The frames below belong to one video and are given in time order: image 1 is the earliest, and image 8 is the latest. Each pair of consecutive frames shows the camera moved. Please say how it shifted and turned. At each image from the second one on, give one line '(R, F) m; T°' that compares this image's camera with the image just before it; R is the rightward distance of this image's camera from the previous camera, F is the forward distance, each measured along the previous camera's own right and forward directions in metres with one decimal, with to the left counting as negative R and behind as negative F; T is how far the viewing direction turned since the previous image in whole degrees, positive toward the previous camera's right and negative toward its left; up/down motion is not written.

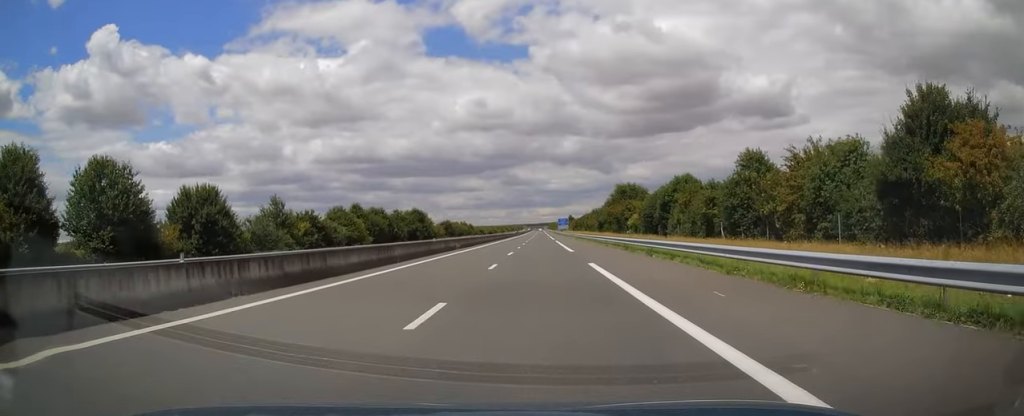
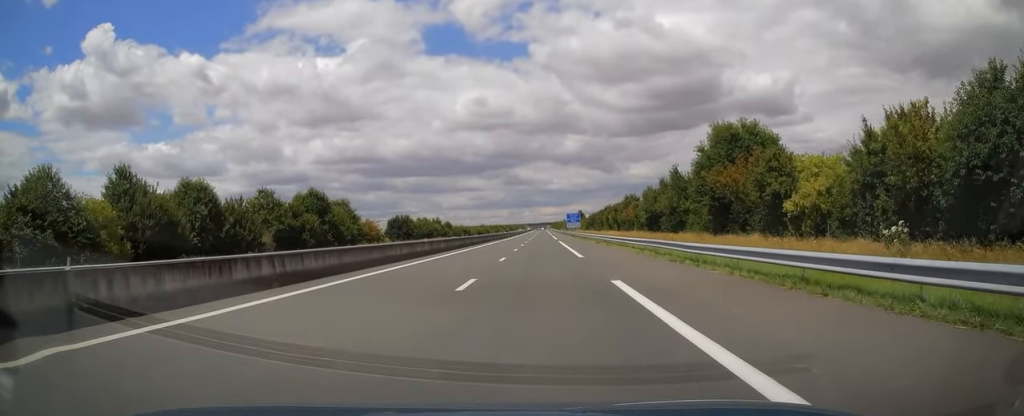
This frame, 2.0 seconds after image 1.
(0.0, +59.2) m; 0°
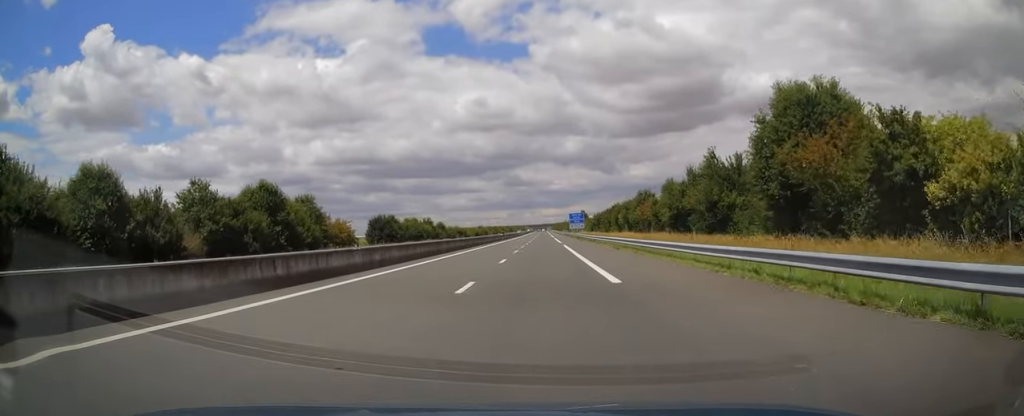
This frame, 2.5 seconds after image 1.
(0.0, +13.2) m; 0°
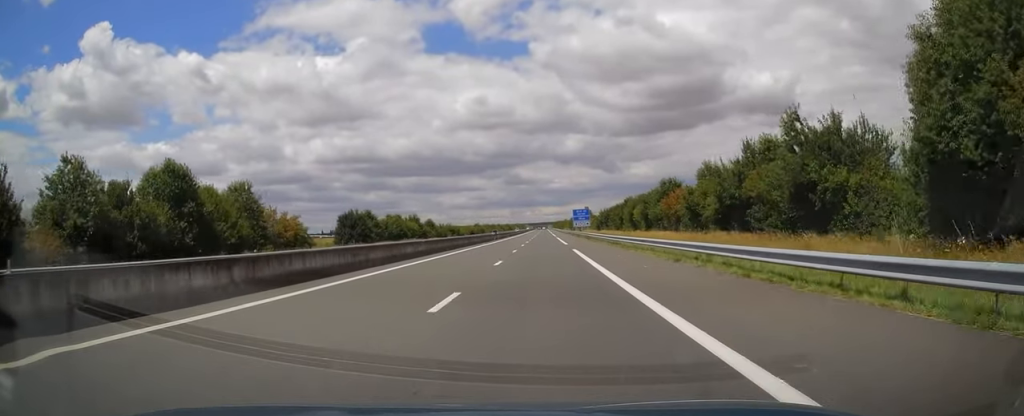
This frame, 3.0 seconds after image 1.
(0.0, +16.2) m; 0°
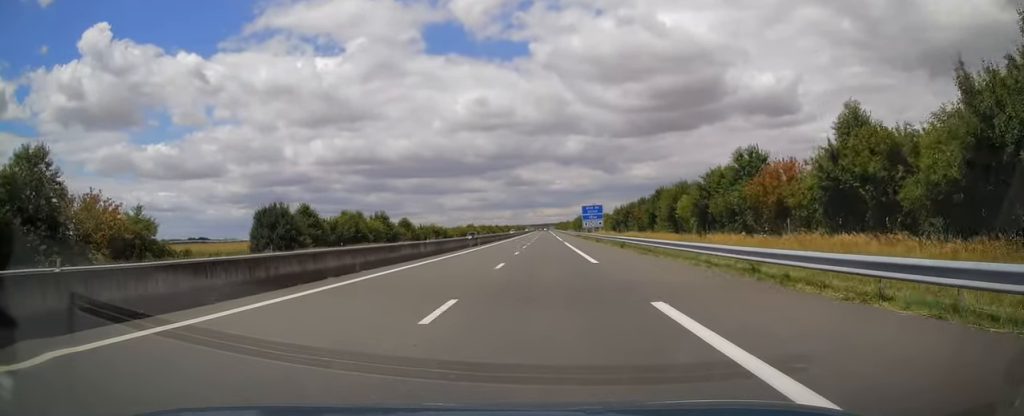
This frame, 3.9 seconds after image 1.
(0.0, +27.0) m; 0°
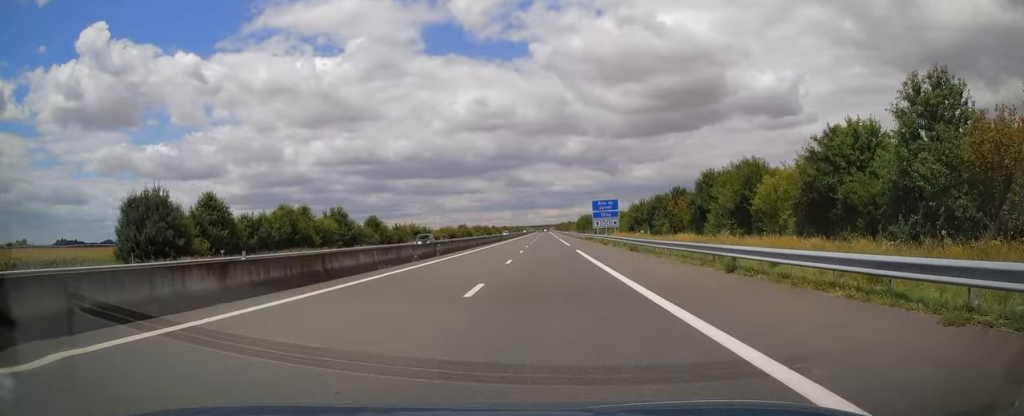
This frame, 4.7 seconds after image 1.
(0.0, +22.1) m; 0°
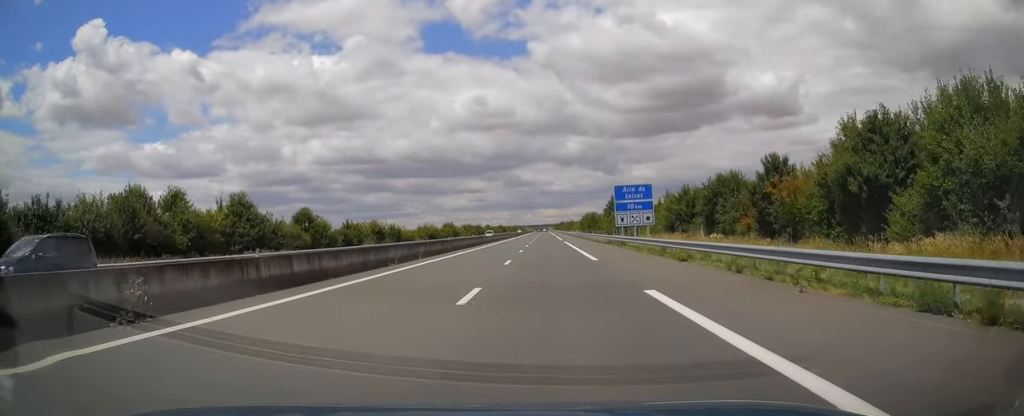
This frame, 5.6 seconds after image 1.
(0.0, +27.5) m; 0°
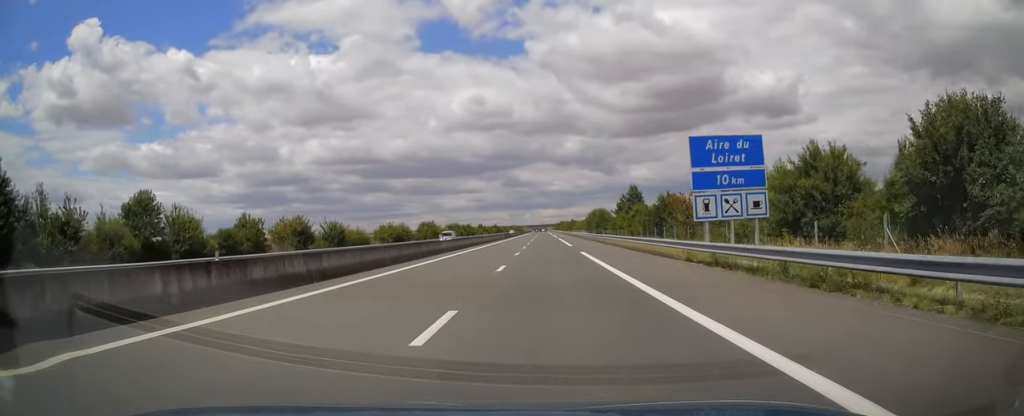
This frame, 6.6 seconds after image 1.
(0.0, +29.9) m; 0°
